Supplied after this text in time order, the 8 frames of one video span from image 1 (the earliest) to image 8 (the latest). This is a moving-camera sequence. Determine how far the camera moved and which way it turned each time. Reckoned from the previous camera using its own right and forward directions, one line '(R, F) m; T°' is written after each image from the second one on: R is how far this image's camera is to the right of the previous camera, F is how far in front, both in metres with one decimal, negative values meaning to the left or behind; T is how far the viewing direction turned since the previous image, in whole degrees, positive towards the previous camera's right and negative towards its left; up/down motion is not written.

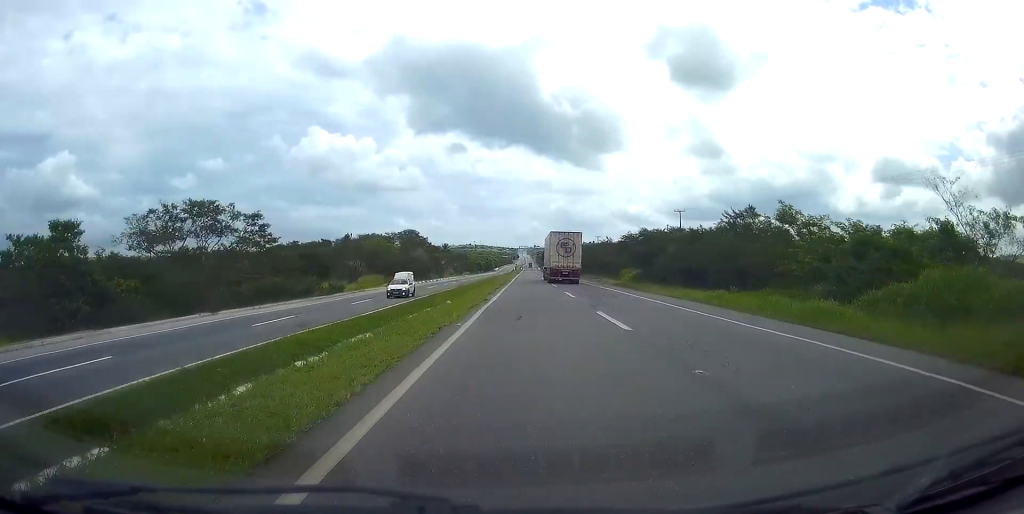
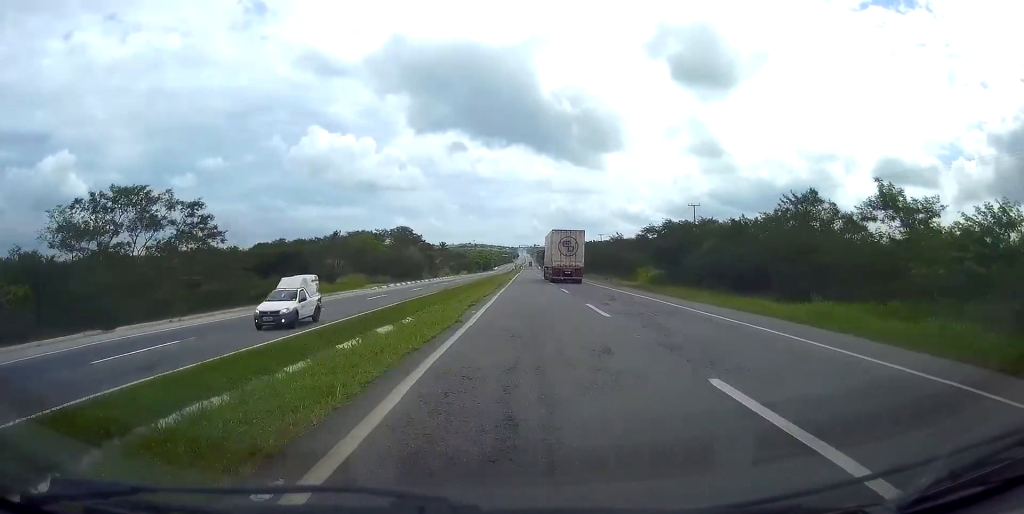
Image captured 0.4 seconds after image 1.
(0.0, +11.4) m; 0°
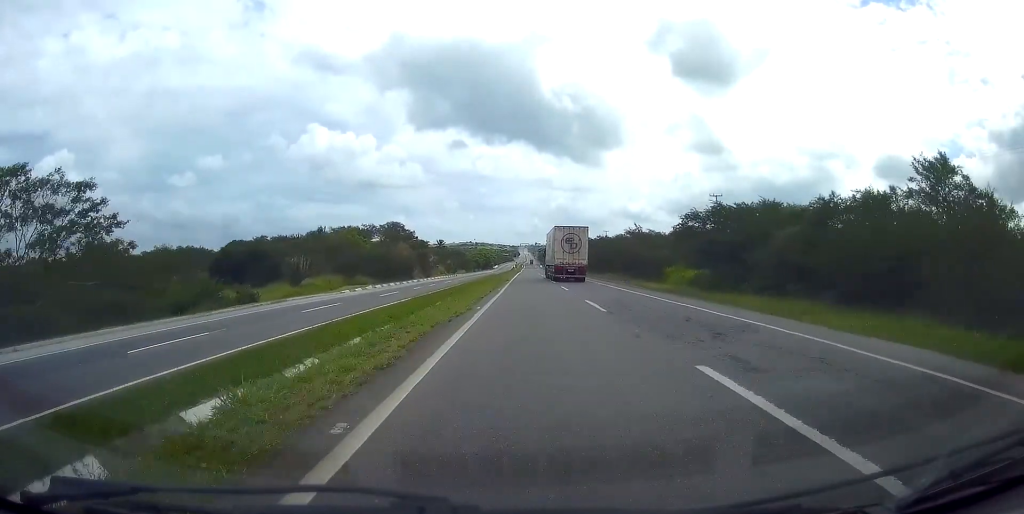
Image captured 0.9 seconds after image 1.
(+0.1, +14.2) m; 0°
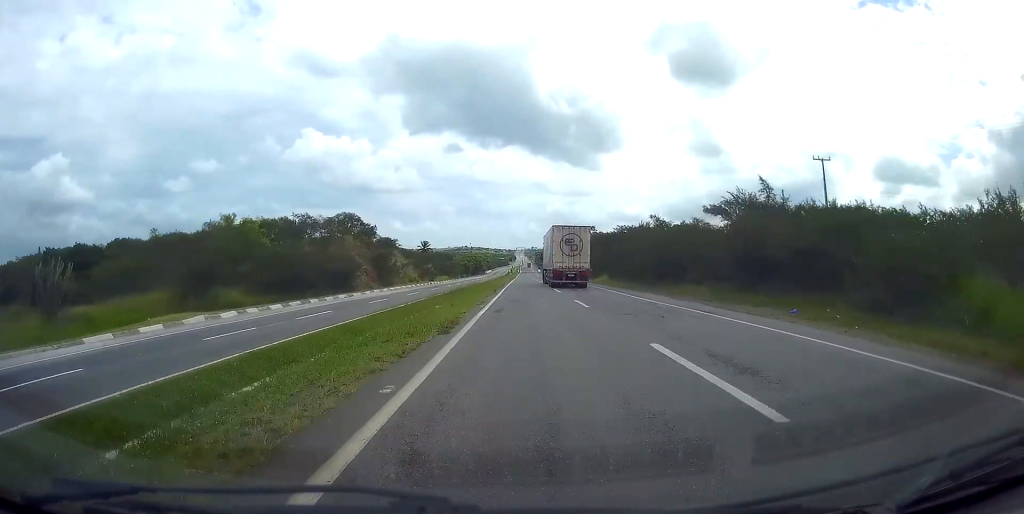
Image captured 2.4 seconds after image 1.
(-0.2, +43.2) m; 0°
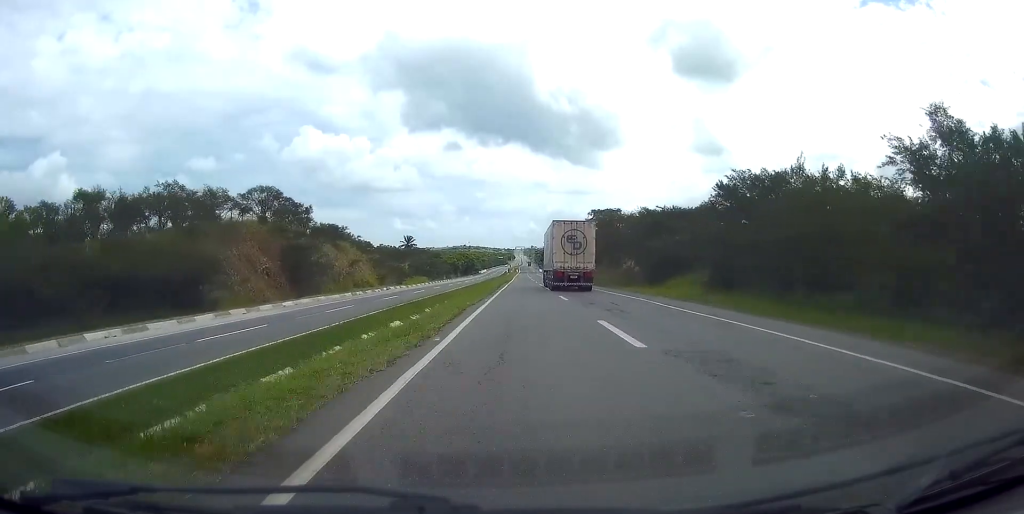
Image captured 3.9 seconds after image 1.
(-0.1, +41.9) m; +1°
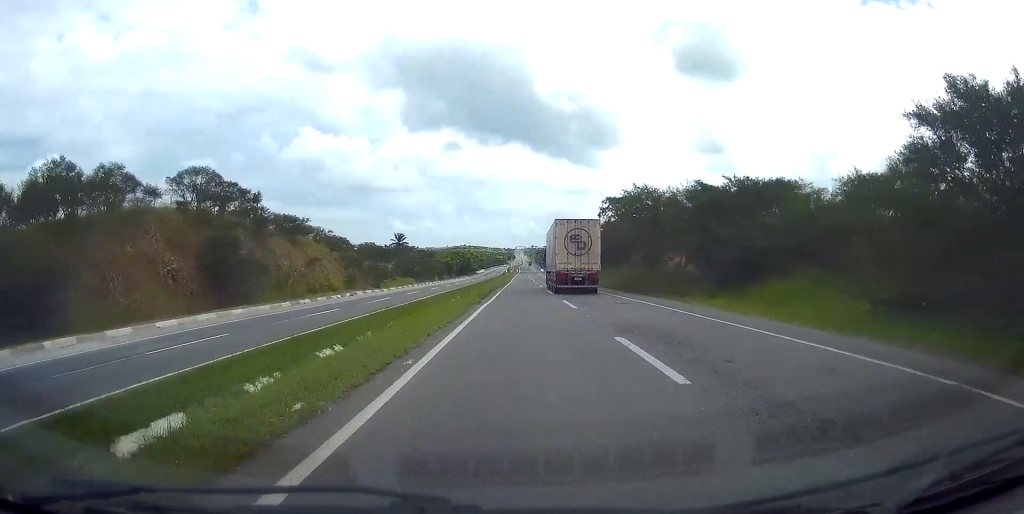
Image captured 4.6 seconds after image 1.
(+0.4, +19.6) m; +1°
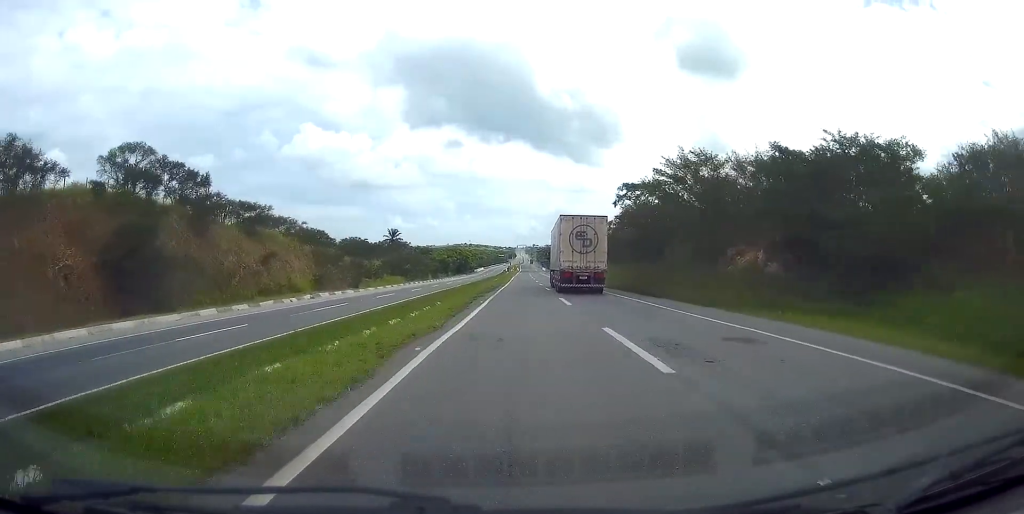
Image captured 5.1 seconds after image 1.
(+0.2, +14.0) m; 0°
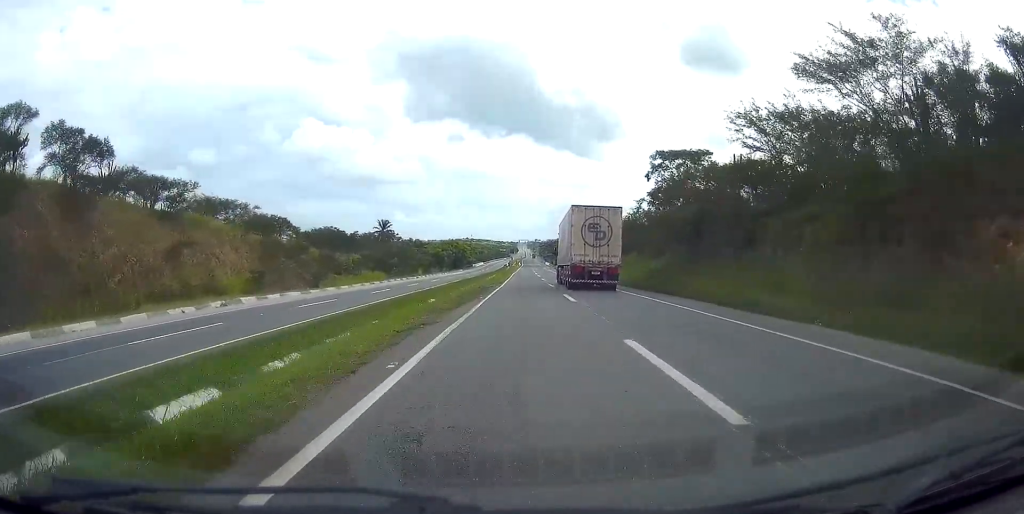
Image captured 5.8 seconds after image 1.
(-0.3, +18.8) m; -1°
